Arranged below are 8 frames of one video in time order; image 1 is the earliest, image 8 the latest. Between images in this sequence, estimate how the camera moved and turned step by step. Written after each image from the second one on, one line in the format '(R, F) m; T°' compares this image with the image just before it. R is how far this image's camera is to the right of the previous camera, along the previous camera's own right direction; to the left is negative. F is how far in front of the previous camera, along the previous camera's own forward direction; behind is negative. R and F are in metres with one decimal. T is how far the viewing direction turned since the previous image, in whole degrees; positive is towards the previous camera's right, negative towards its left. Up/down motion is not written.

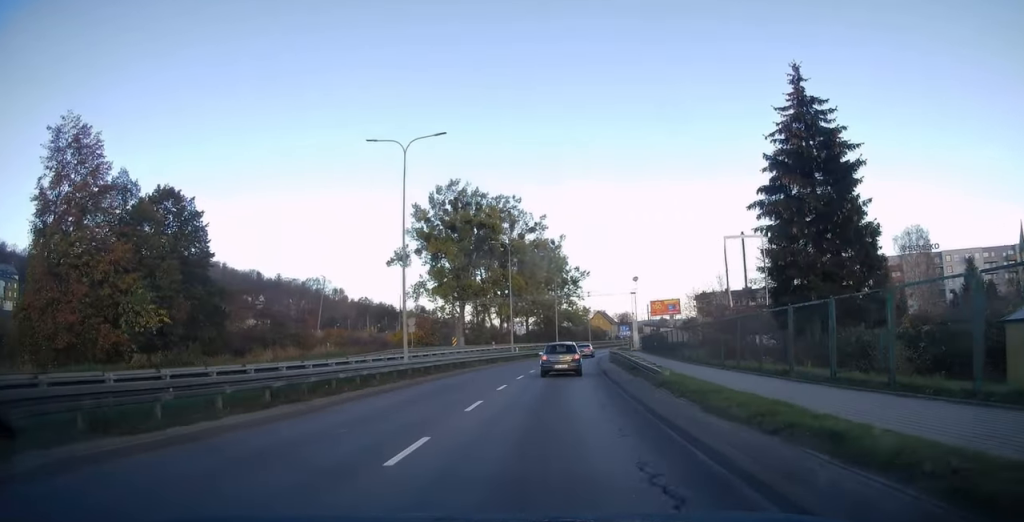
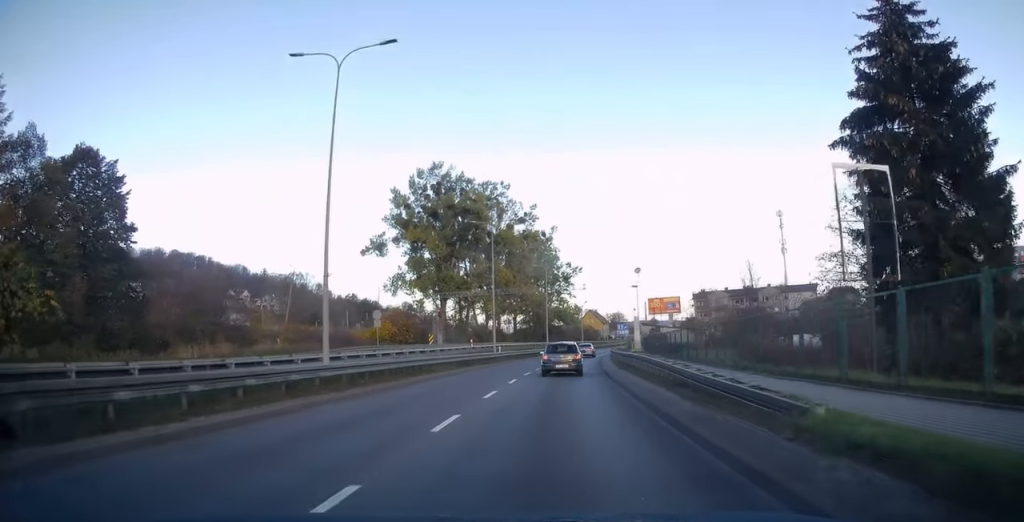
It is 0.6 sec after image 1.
(-0.1, +9.2) m; 0°
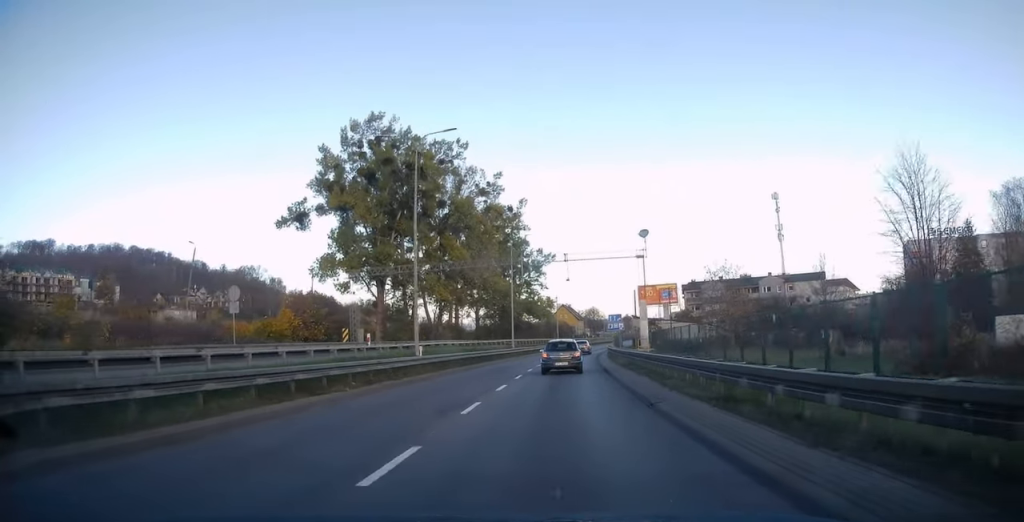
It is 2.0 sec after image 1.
(+0.7, +21.3) m; +3°
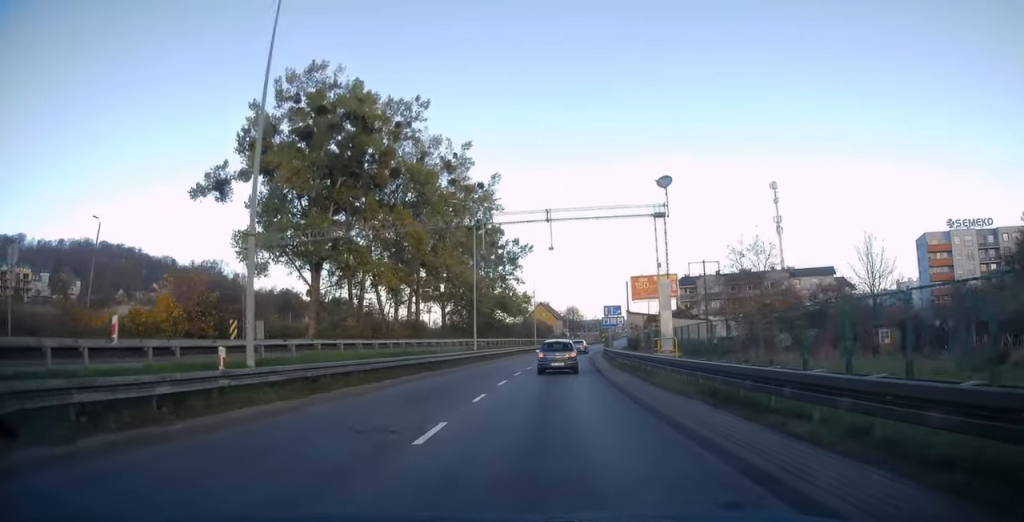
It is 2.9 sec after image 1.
(+0.3, +15.2) m; +2°
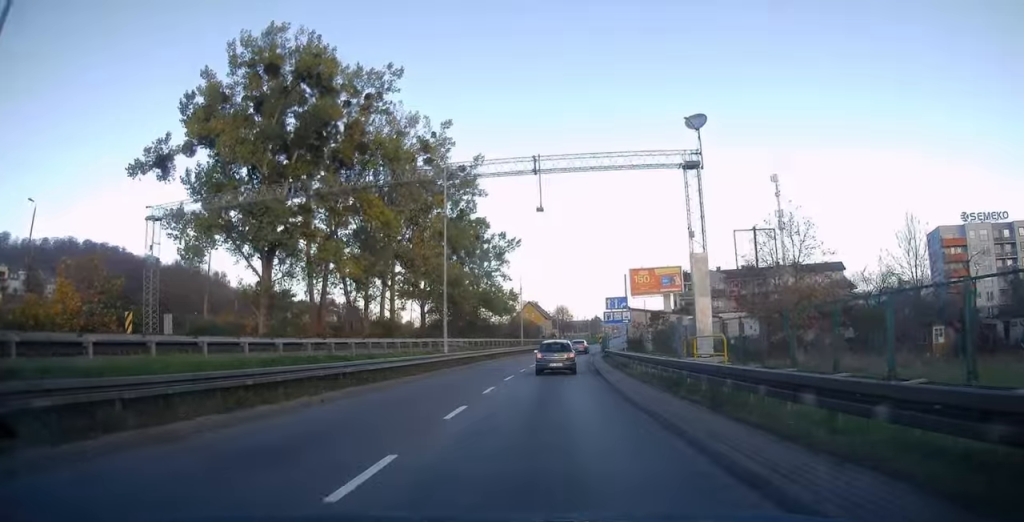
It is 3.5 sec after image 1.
(0.0, +8.9) m; +1°
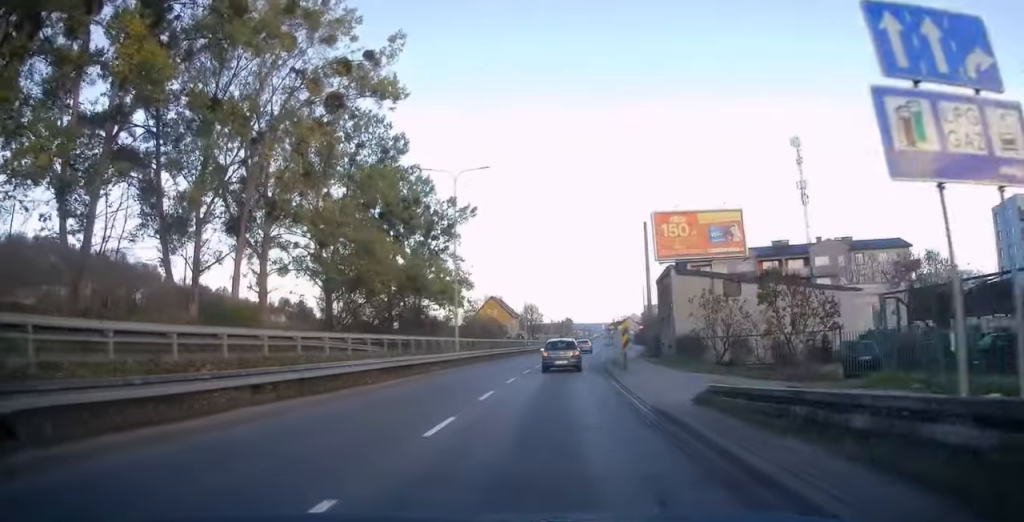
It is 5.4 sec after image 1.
(+1.2, +32.0) m; +3°
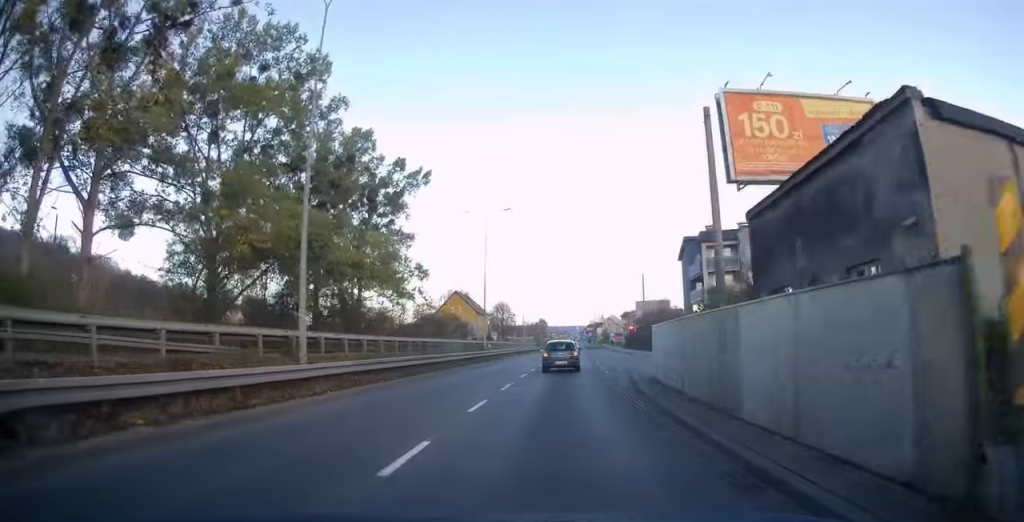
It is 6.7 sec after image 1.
(+0.3, +20.6) m; +2°
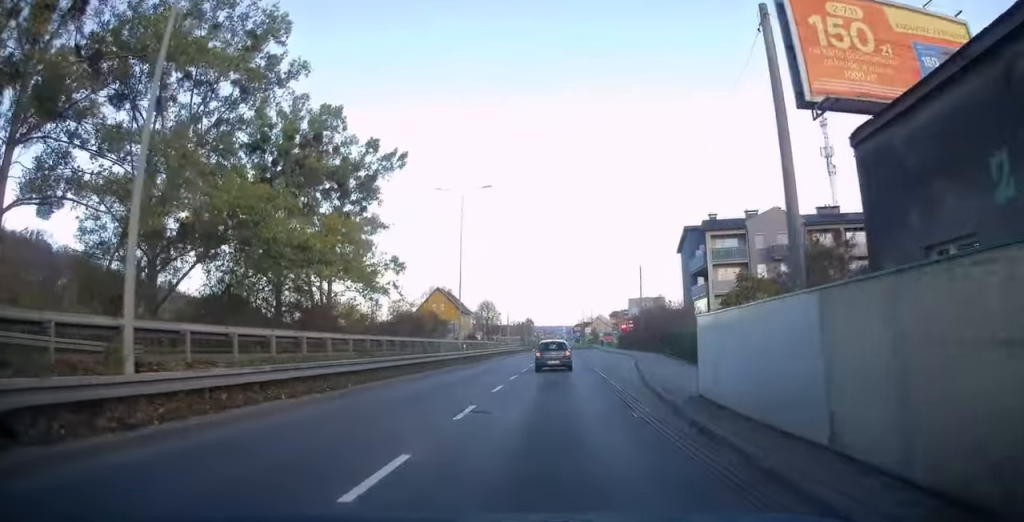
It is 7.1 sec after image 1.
(0.0, +6.9) m; +1°
